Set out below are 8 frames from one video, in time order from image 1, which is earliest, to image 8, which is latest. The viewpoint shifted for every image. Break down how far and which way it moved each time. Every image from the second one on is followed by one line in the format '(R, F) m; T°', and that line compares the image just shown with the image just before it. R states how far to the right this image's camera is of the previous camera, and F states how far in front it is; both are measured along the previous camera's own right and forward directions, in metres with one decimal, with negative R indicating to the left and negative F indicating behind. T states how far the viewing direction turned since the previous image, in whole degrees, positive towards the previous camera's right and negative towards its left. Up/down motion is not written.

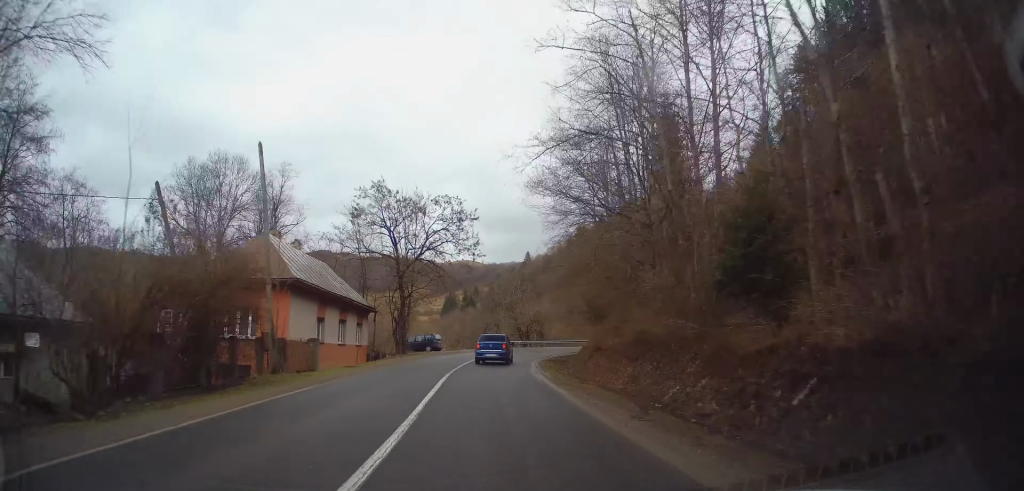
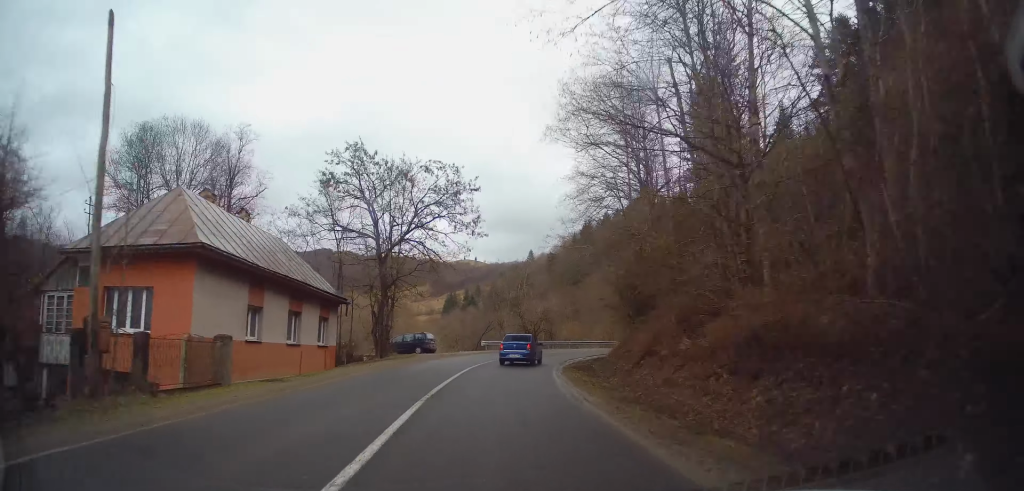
(0.0, +8.0) m; +1°
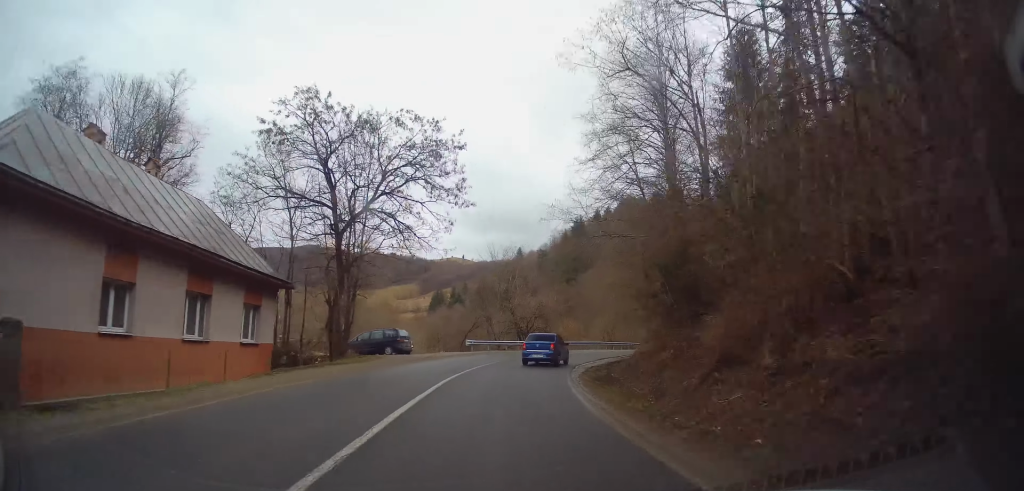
(-0.2, +7.4) m; +2°
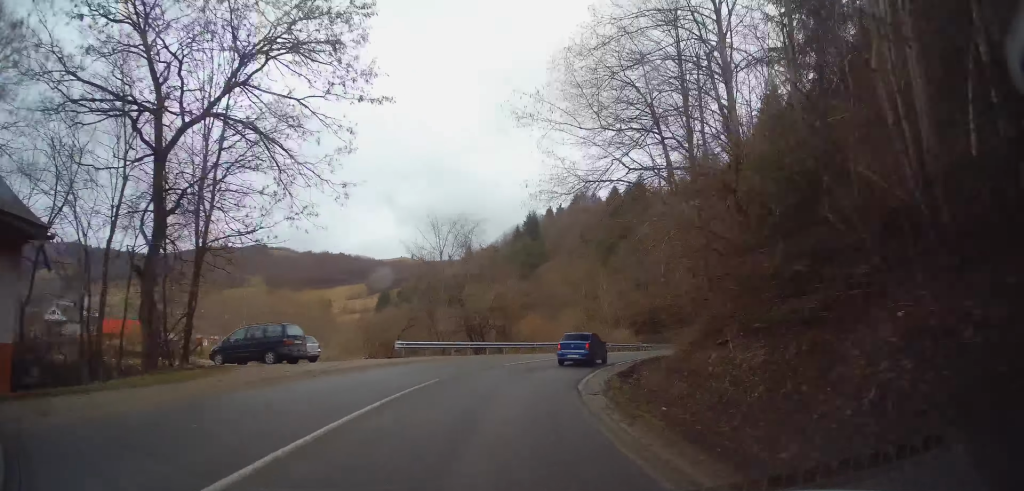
(+0.6, +12.0) m; +6°
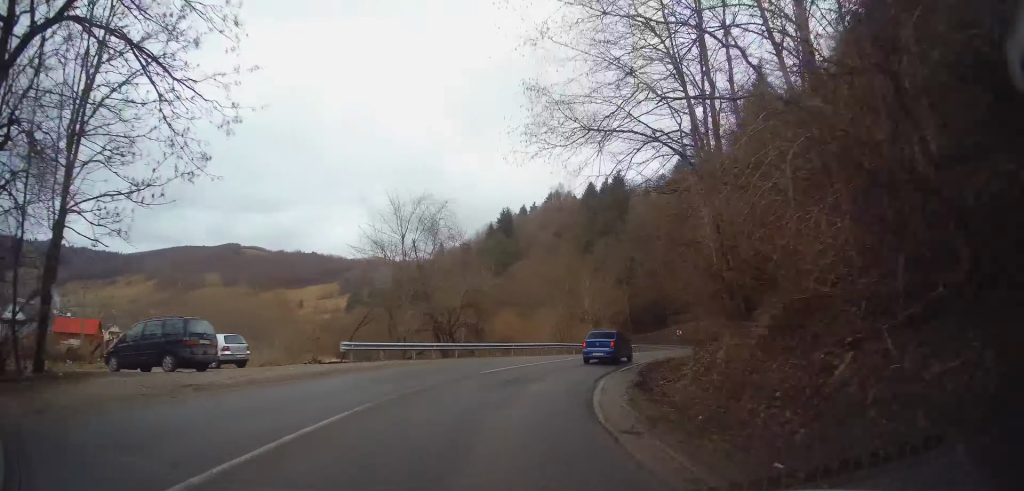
(0.0, +5.9) m; +4°
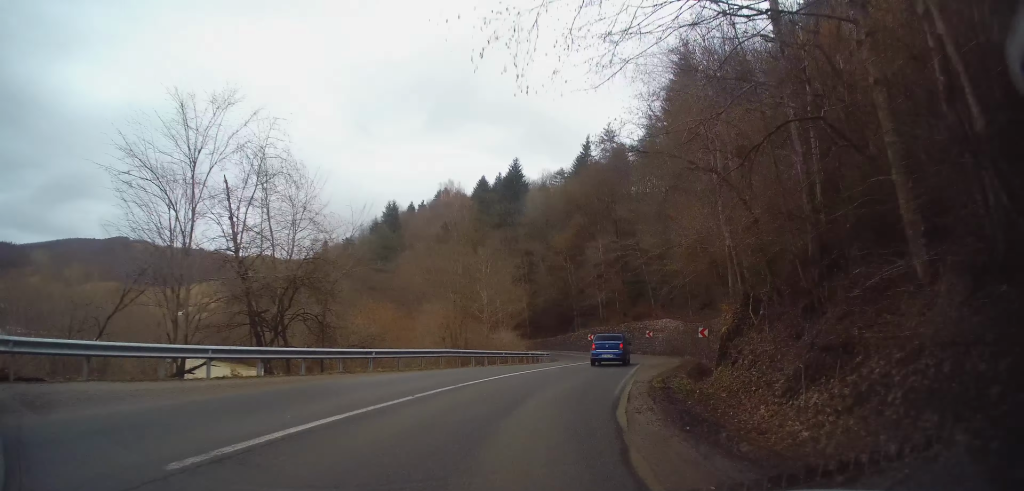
(+1.1, +13.8) m; +13°
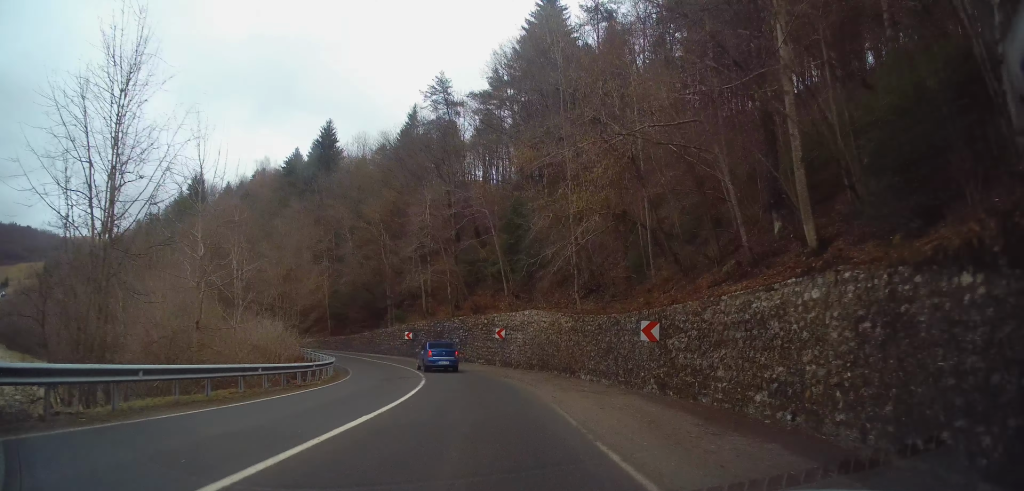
(+3.7, +20.8) m; +10°
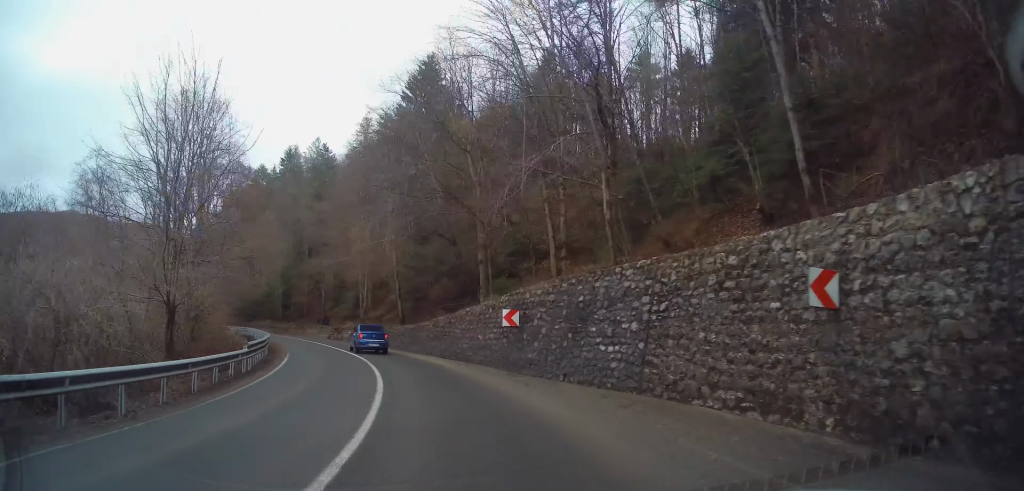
(-2.3, +27.8) m; -16°
